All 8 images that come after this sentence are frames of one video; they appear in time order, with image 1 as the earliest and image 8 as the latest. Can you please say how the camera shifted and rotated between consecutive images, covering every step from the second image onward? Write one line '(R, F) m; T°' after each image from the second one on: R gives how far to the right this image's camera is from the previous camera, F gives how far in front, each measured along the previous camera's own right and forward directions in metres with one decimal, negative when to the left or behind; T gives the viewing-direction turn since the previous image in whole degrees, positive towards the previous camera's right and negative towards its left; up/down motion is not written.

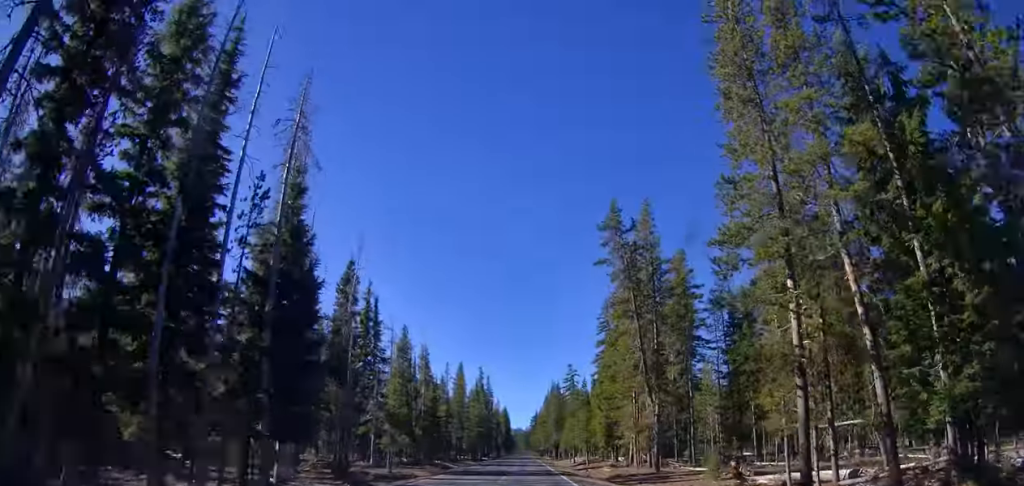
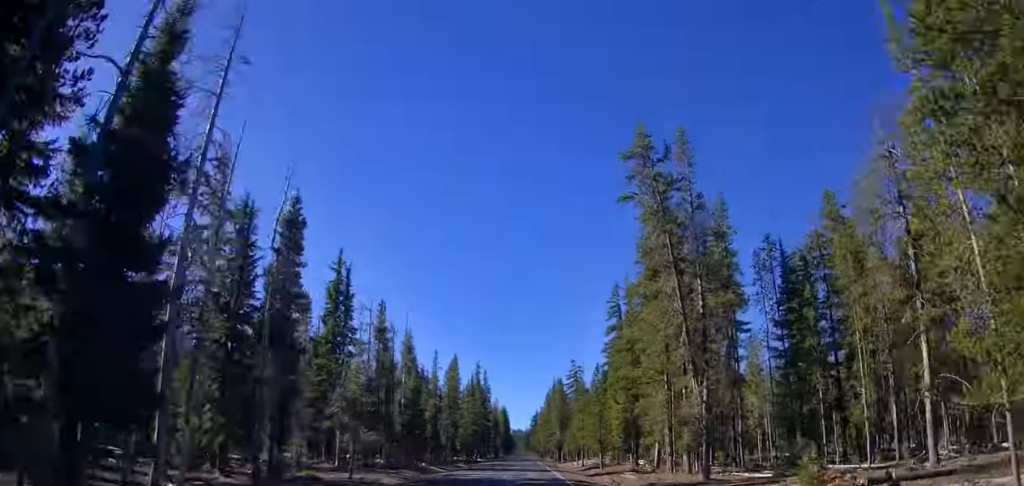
(+0.1, +11.0) m; 0°
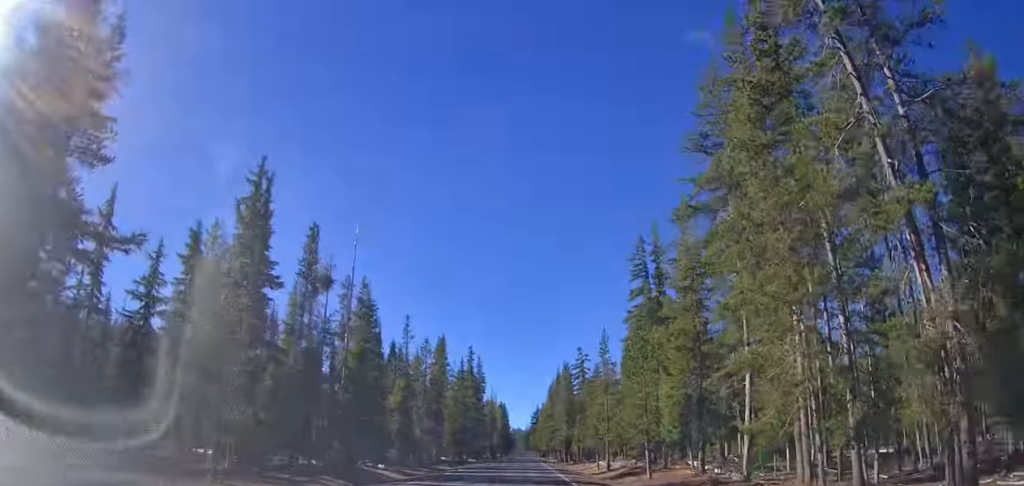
(-0.1, +18.5) m; 0°
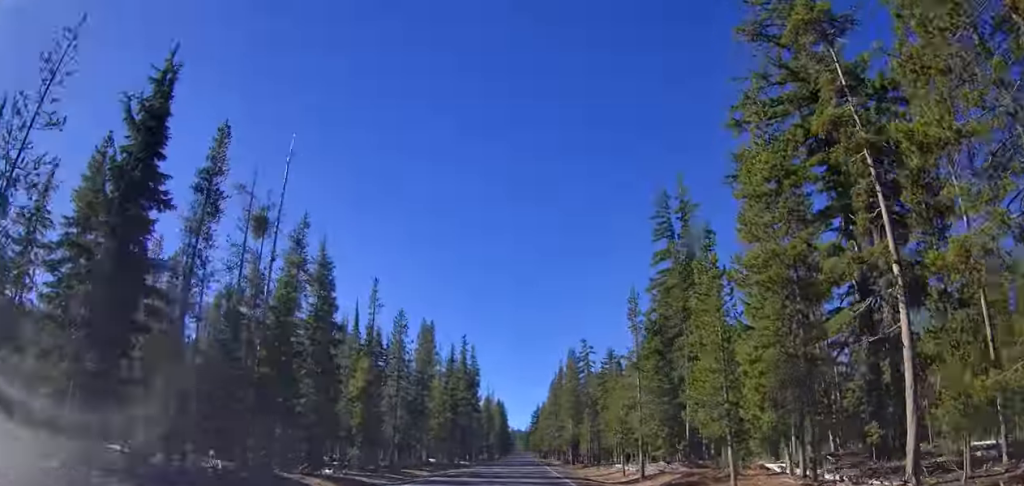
(0.0, +12.4) m; 0°
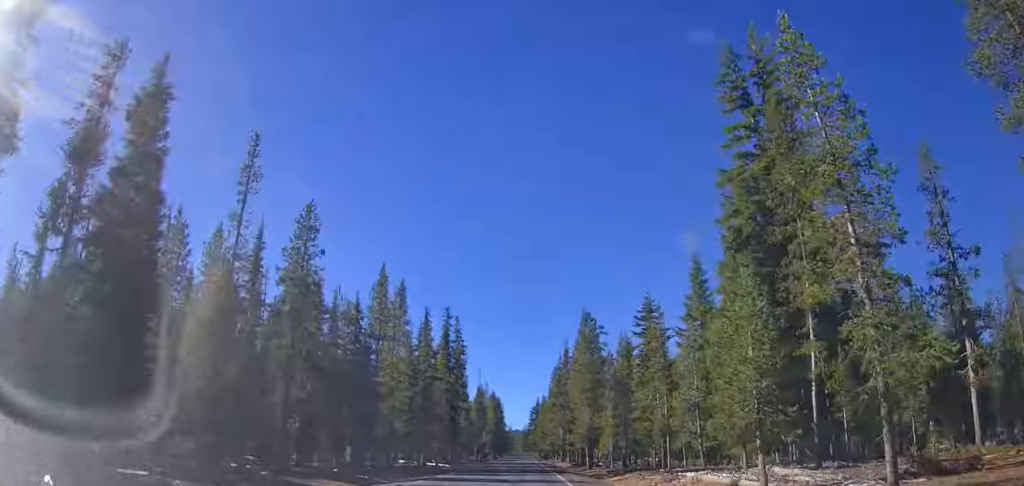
(0.0, +21.4) m; -1°
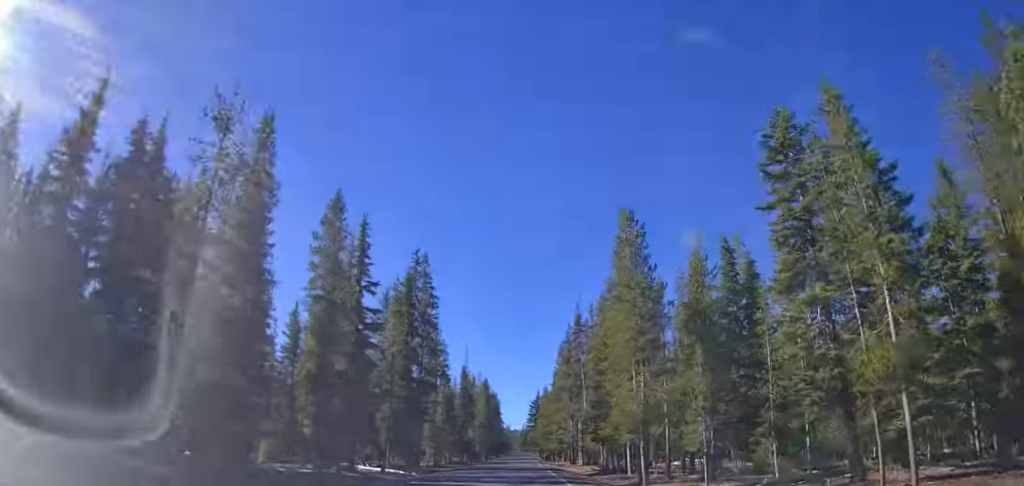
(-0.3, +25.6) m; 0°
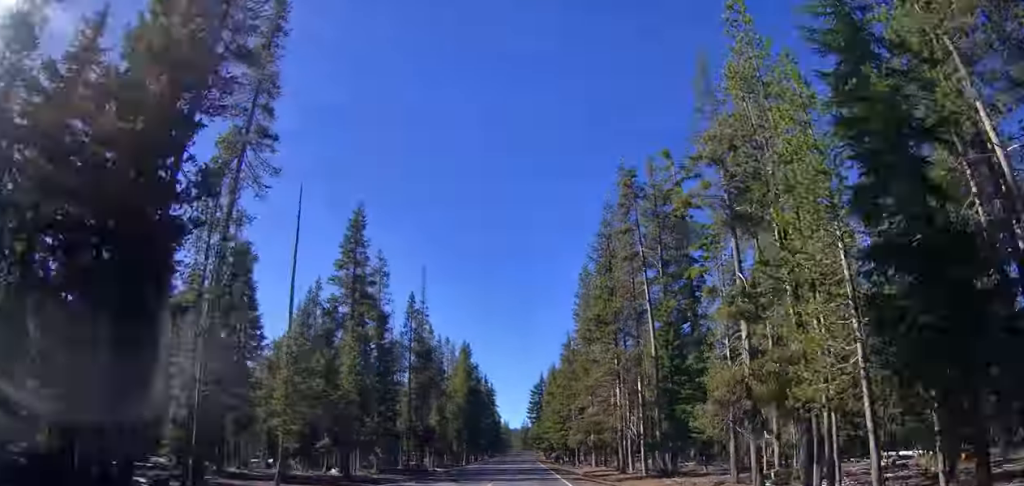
(+0.5, +39.9) m; 0°
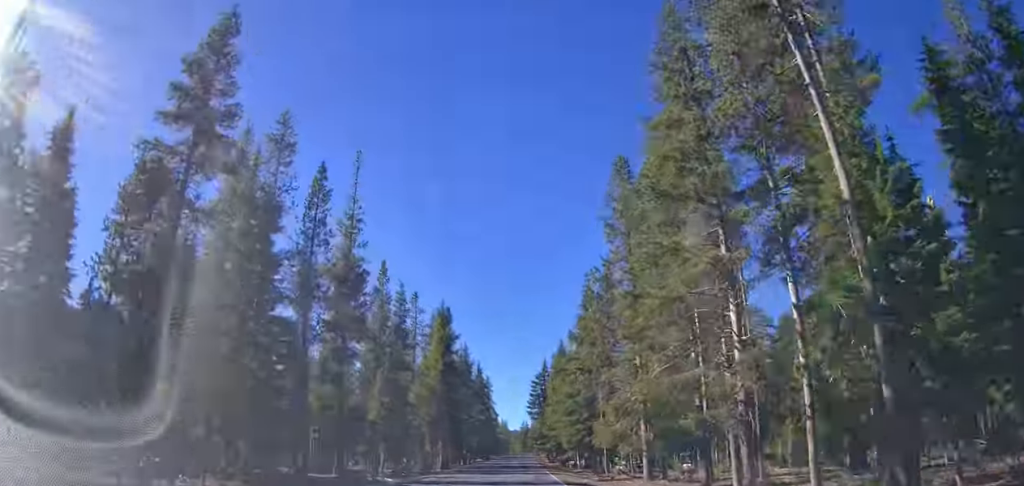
(-0.2, +22.7) m; 0°
